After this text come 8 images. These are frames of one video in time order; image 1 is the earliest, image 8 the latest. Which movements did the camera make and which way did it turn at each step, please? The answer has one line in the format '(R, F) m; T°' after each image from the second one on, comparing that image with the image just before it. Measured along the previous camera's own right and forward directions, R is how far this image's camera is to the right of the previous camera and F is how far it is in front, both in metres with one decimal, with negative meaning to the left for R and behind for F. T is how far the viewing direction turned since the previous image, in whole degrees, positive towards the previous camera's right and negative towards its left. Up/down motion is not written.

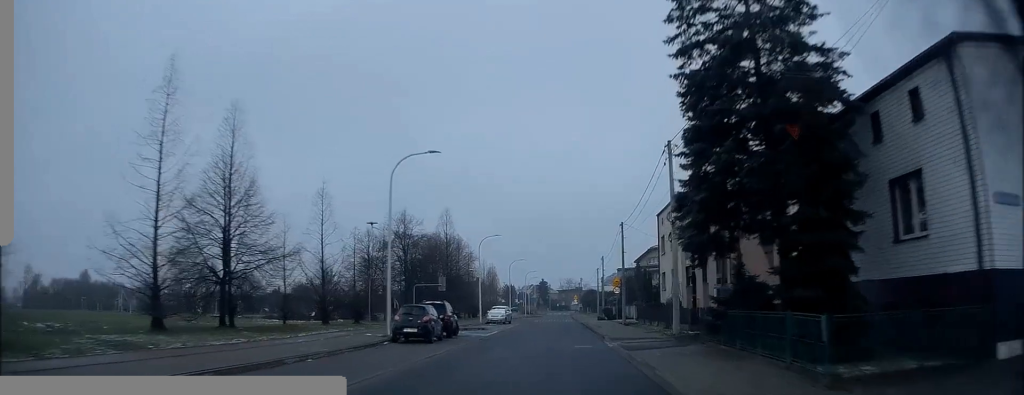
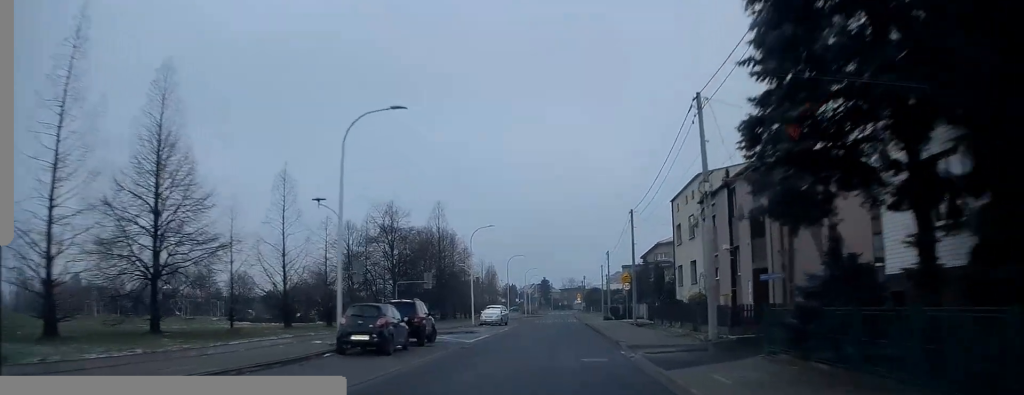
(0.0, +6.2) m; 0°
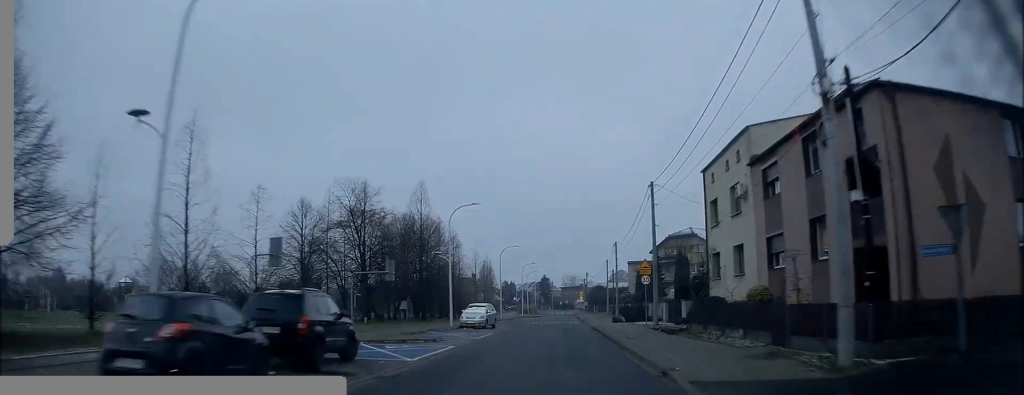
(0.0, +9.9) m; 0°
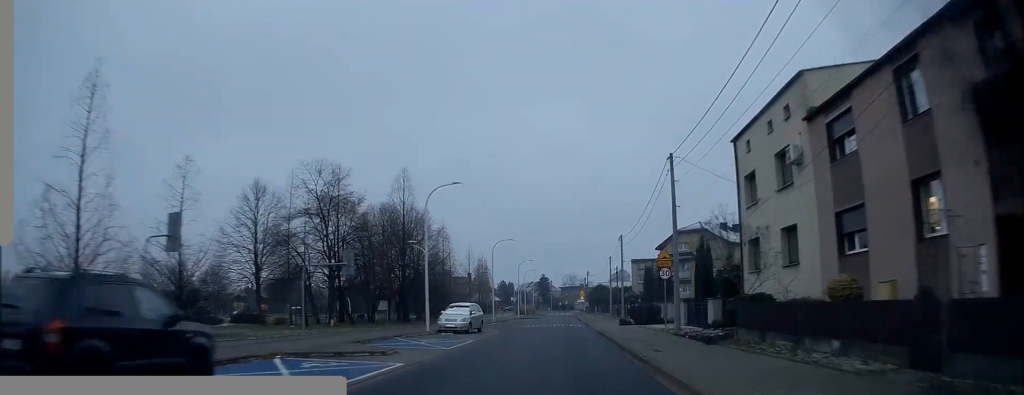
(0.0, +6.8) m; 0°
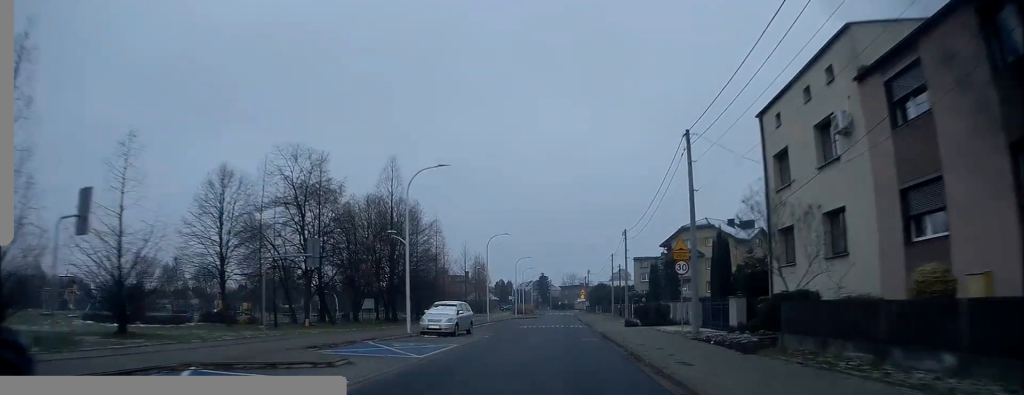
(0.0, +4.0) m; 0°
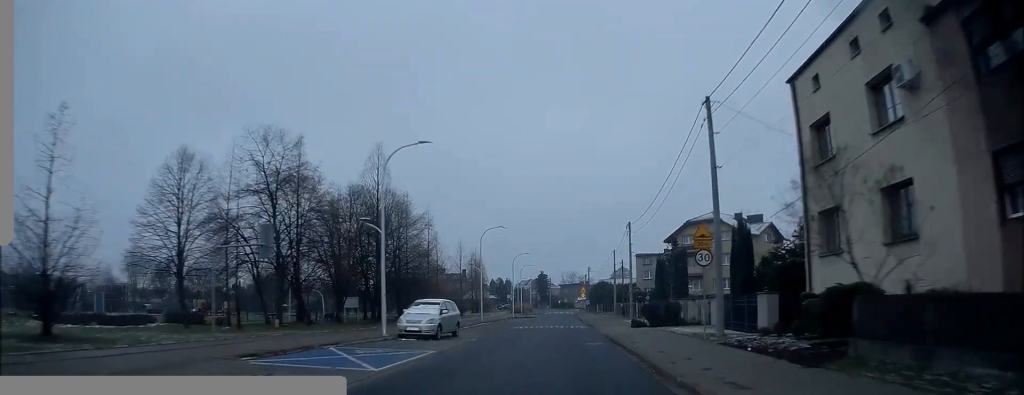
(0.0, +4.0) m; 0°
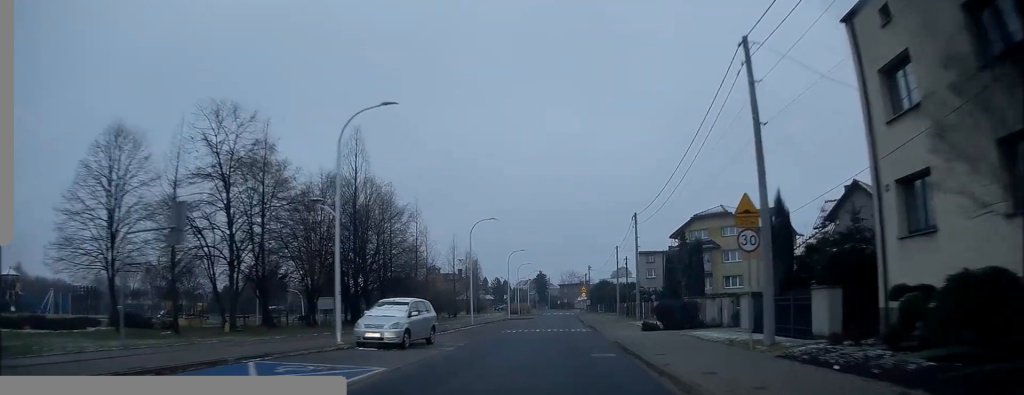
(0.0, +5.2) m; 0°
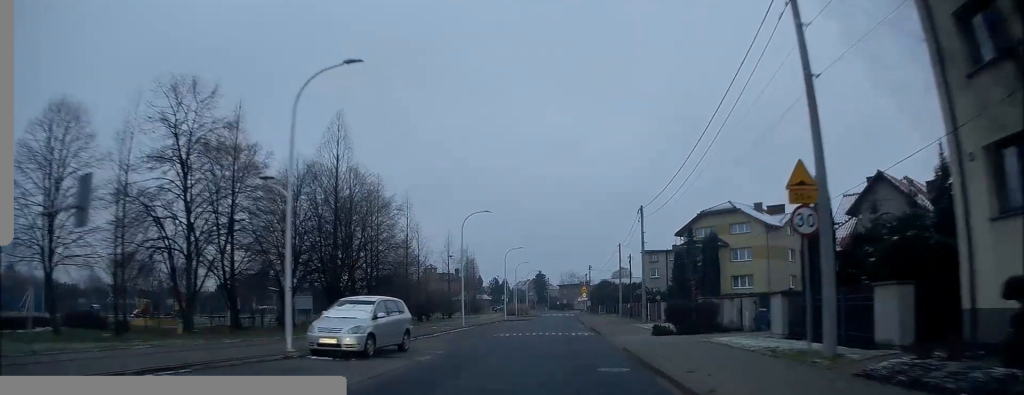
(-0.1, +3.9) m; 0°
